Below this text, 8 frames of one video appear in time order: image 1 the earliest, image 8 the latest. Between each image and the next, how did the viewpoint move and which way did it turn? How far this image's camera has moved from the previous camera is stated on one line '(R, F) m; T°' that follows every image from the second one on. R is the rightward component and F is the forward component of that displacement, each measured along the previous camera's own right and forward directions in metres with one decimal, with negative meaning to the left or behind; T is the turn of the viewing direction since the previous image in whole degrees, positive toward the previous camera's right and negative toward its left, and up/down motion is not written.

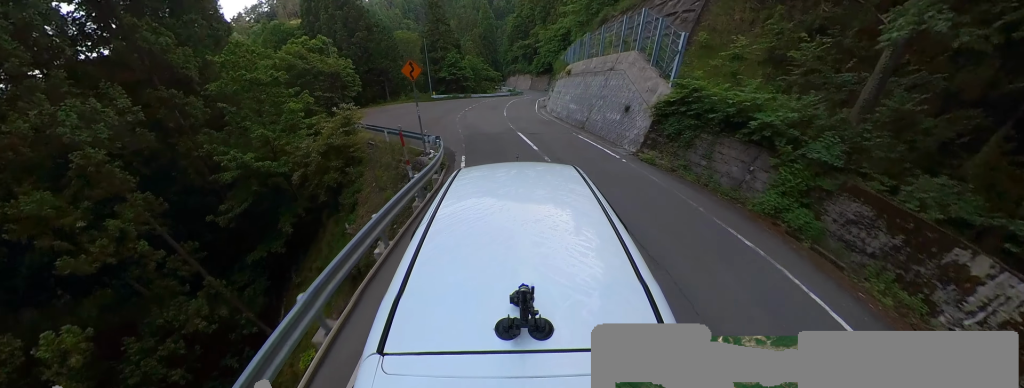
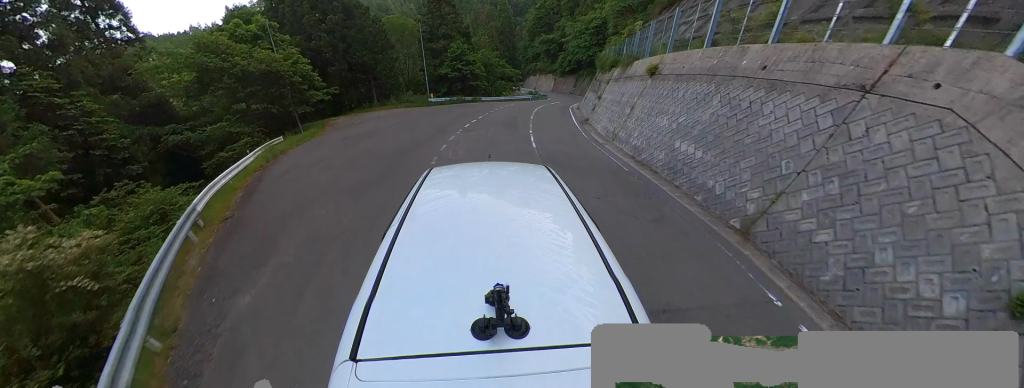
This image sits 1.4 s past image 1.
(-0.5, +12.2) m; -7°
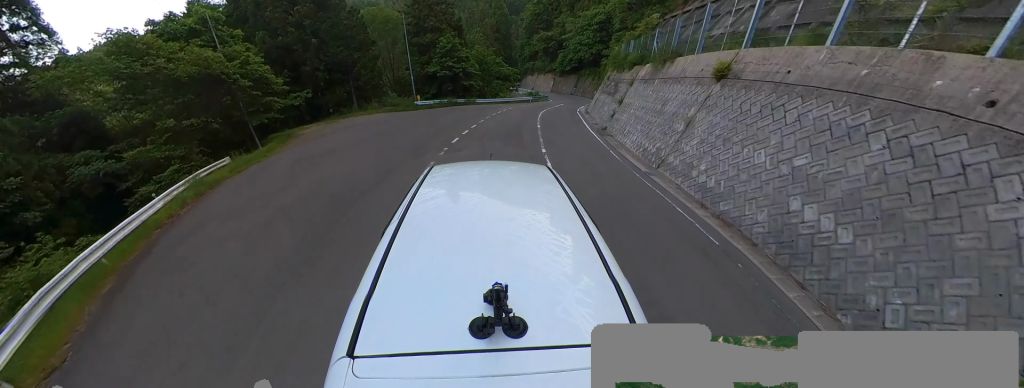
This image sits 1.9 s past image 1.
(+0.2, +4.9) m; -3°
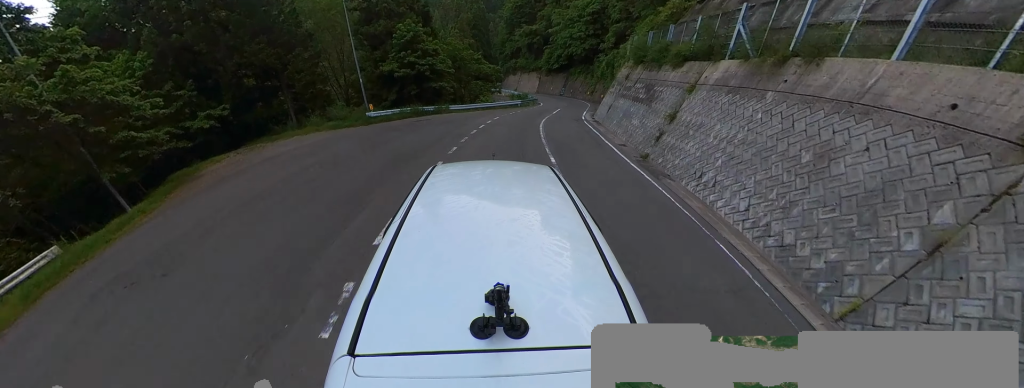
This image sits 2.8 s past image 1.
(-1.1, +8.3) m; 0°
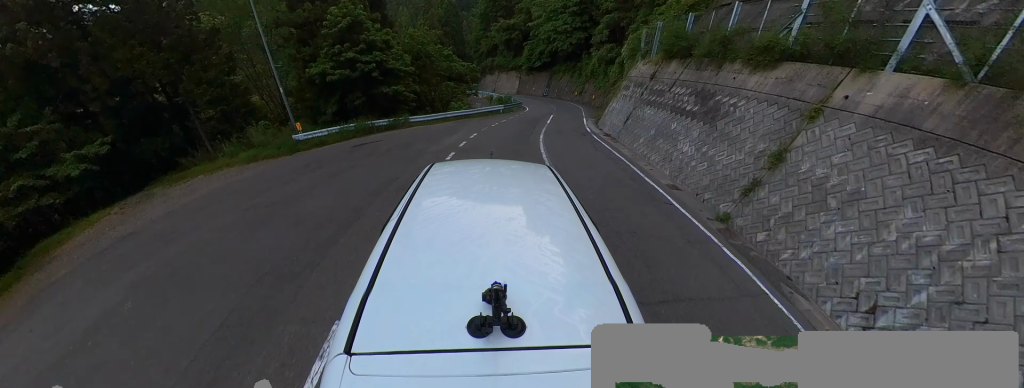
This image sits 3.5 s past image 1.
(+0.8, +6.8) m; +5°
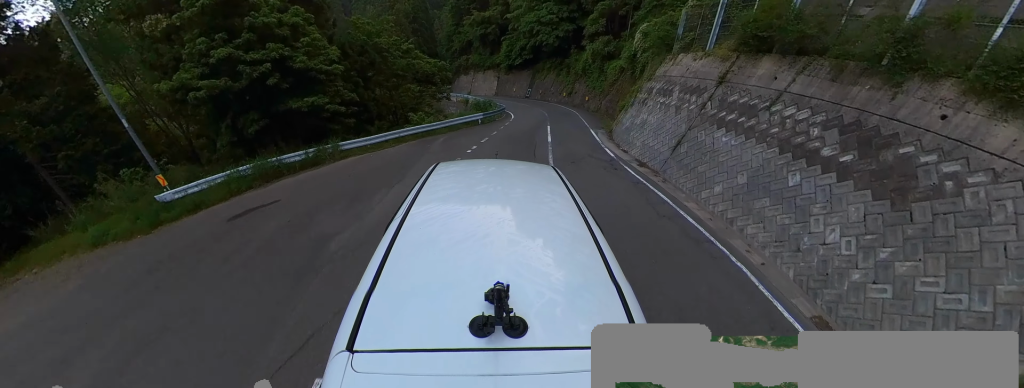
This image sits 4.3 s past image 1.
(+0.3, +6.8) m; +7°
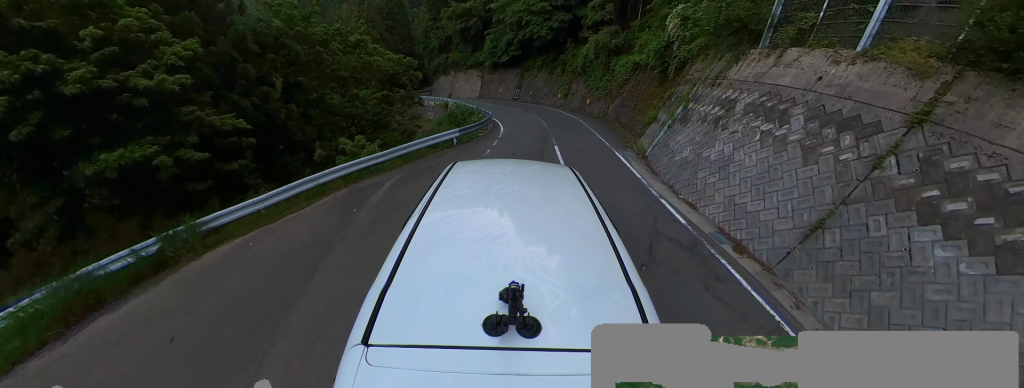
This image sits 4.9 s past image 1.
(-0.1, +6.0) m; +7°
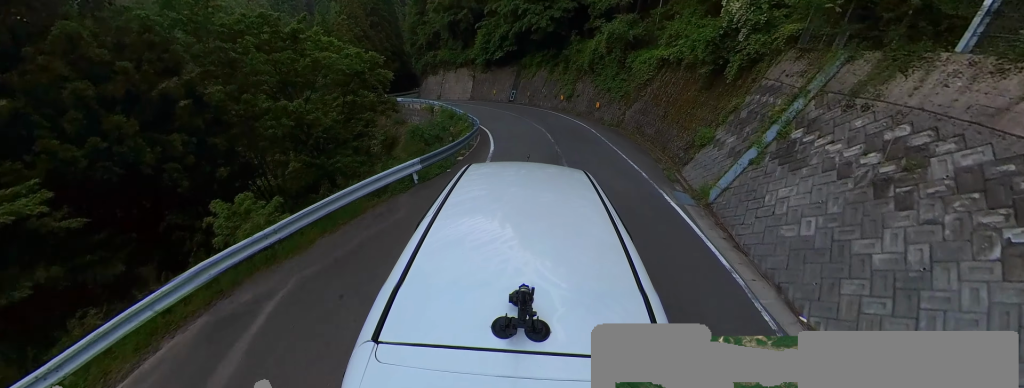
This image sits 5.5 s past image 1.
(+0.9, +4.6) m; +3°
